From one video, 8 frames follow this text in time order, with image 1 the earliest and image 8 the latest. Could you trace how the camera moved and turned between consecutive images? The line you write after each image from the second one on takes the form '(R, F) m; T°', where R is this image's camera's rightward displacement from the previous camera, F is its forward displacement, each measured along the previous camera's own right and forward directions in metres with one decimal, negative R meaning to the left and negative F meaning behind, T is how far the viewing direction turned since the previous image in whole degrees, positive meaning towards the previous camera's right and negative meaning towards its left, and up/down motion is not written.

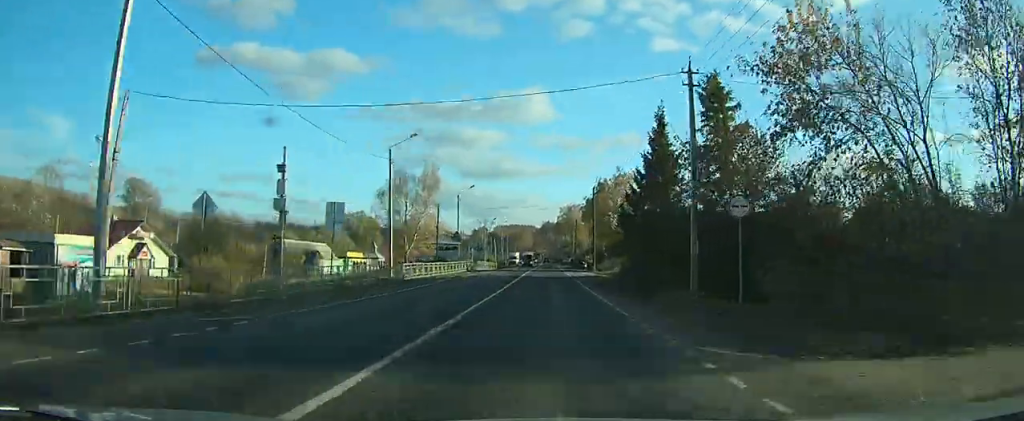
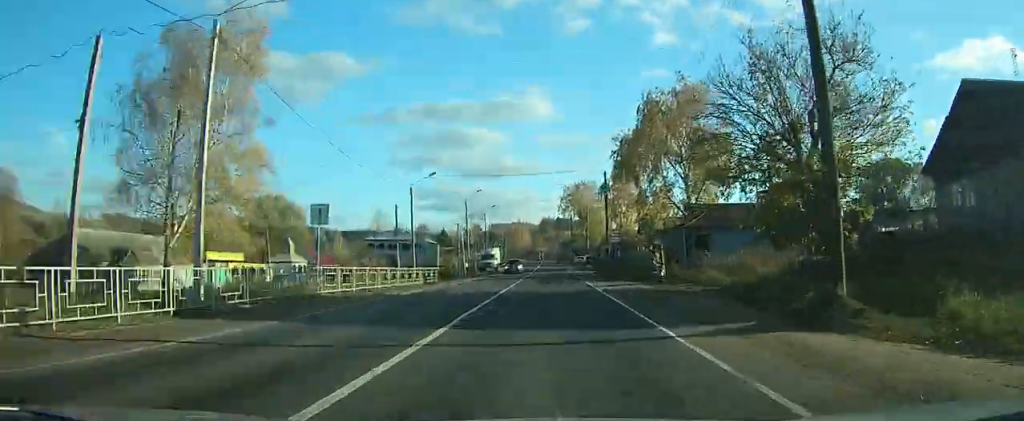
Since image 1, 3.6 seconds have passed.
(-4.6, +47.6) m; -1°
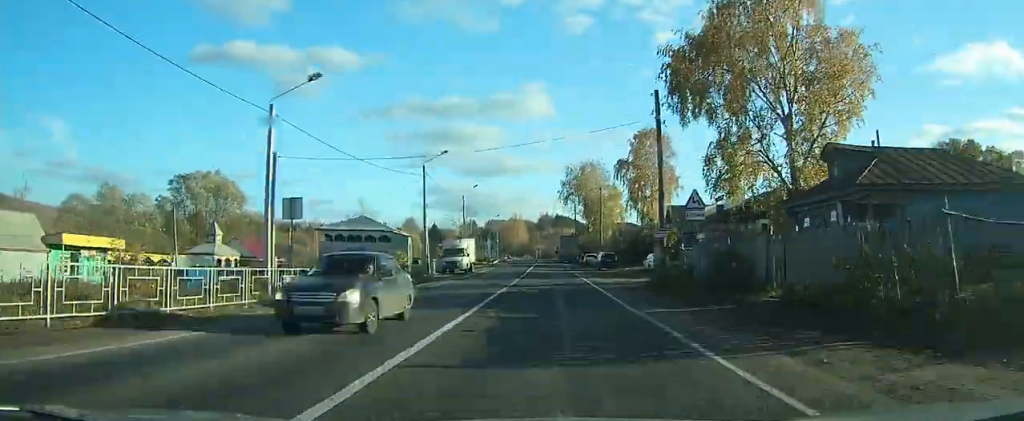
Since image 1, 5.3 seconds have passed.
(+1.6, +21.7) m; +5°
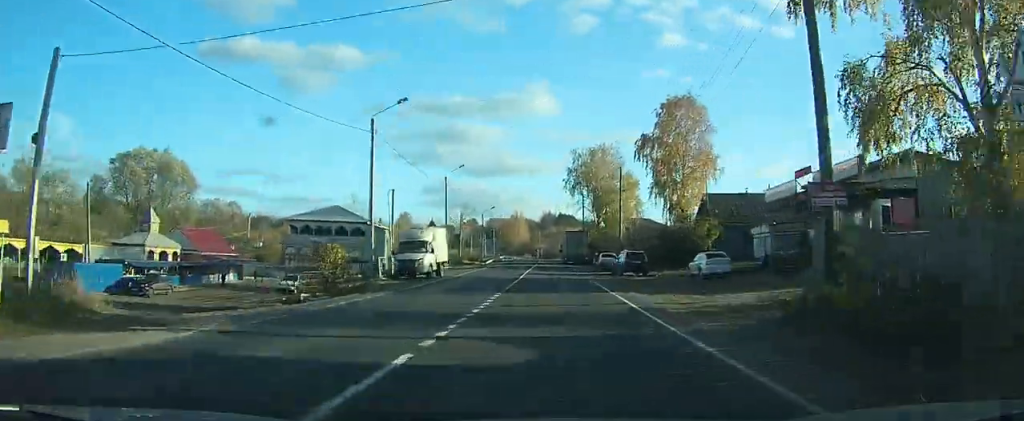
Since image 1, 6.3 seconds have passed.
(+0.4, +14.7) m; +2°
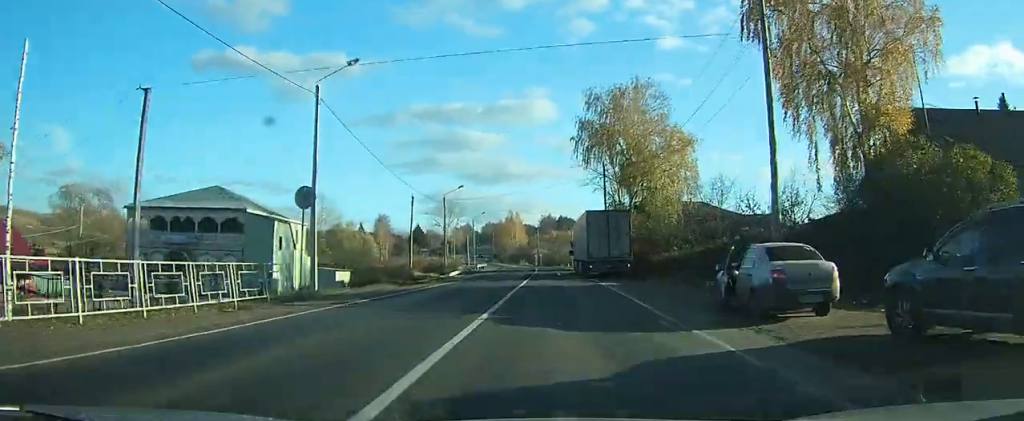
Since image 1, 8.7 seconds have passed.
(+0.3, +35.0) m; 0°
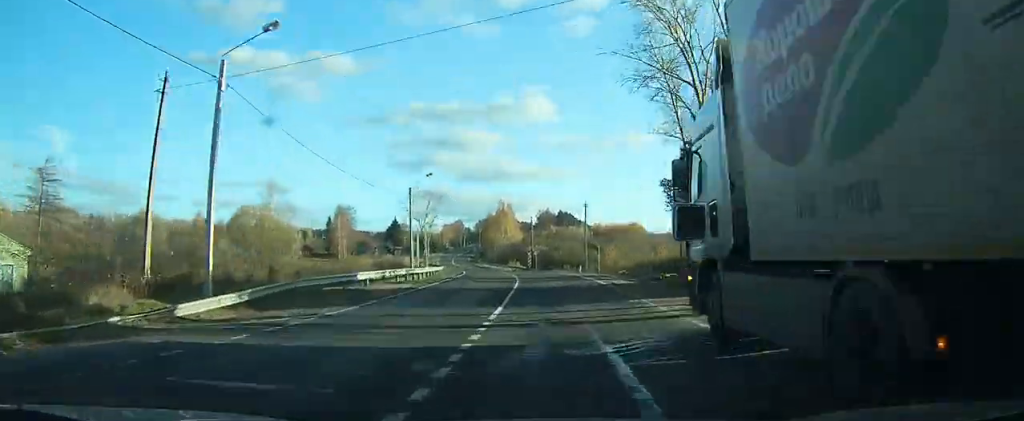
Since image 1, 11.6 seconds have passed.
(0.0, +42.1) m; -1°
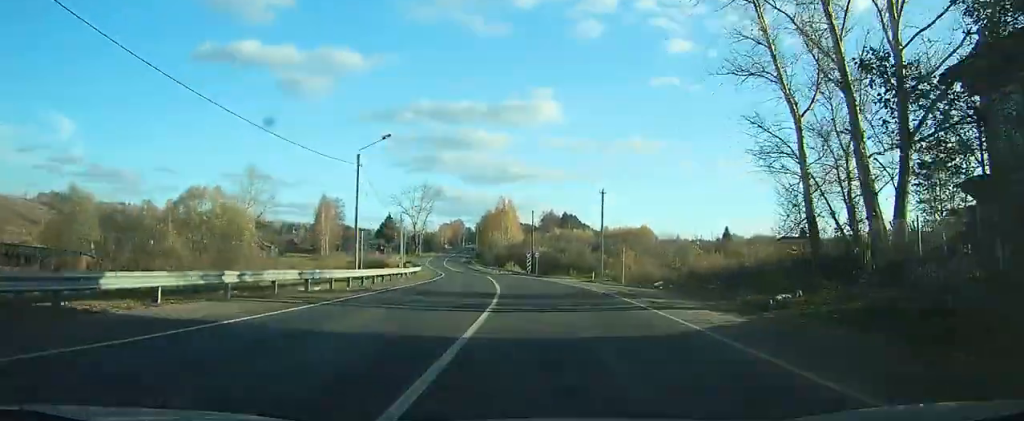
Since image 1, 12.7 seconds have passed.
(-0.2, +15.5) m; -2°
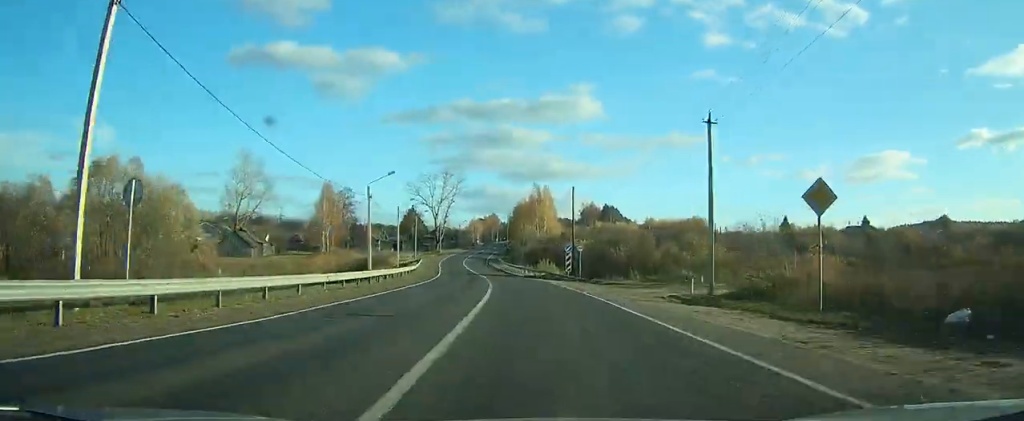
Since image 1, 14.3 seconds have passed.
(-0.5, +24.2) m; -3°
